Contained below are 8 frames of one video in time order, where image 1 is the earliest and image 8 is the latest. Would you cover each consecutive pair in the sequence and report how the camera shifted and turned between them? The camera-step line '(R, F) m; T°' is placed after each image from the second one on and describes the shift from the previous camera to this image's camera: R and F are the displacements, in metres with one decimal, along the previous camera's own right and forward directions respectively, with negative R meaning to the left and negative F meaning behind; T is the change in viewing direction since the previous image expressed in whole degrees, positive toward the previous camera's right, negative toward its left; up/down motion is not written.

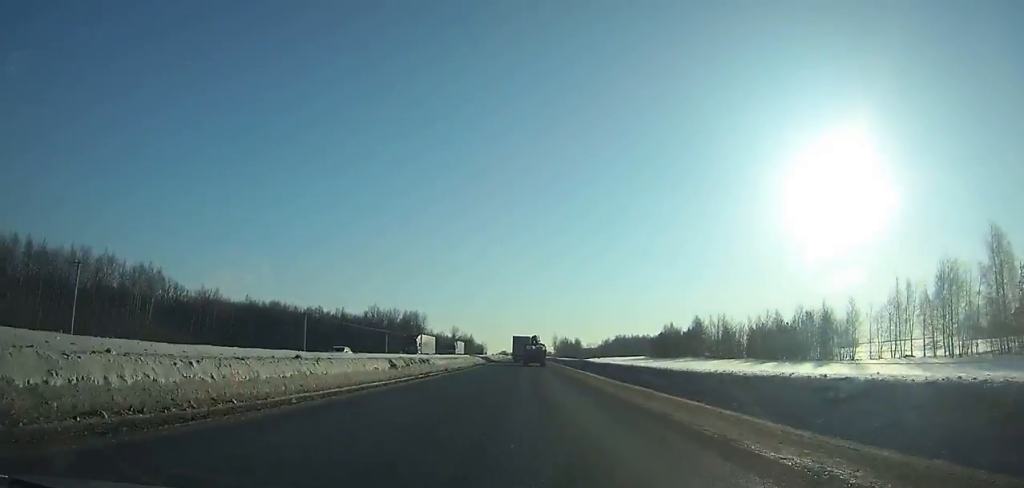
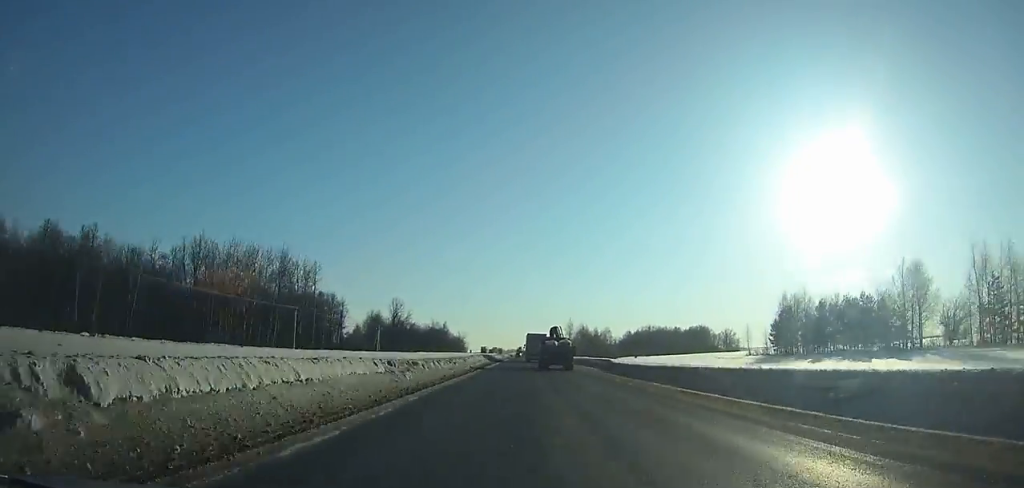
(+0.1, +123.1) m; 0°
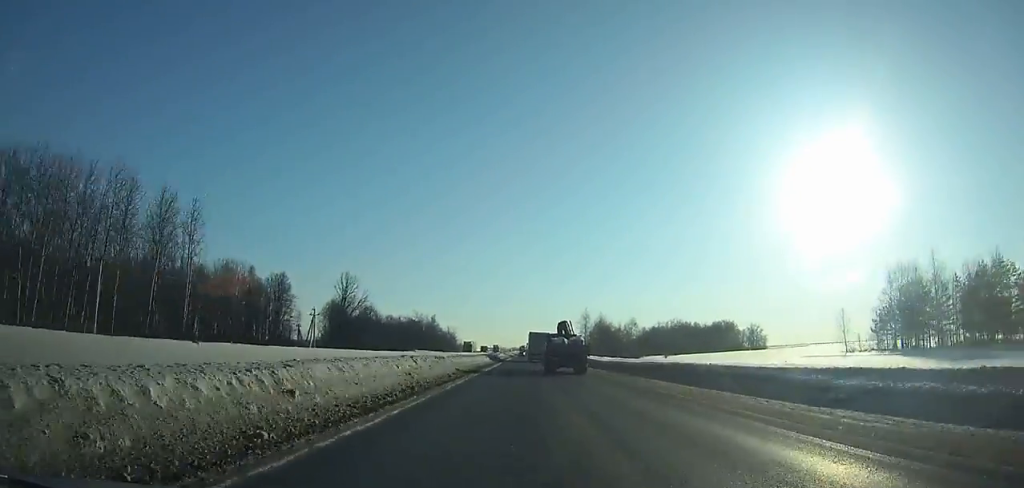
(+0.1, +43.5) m; 0°
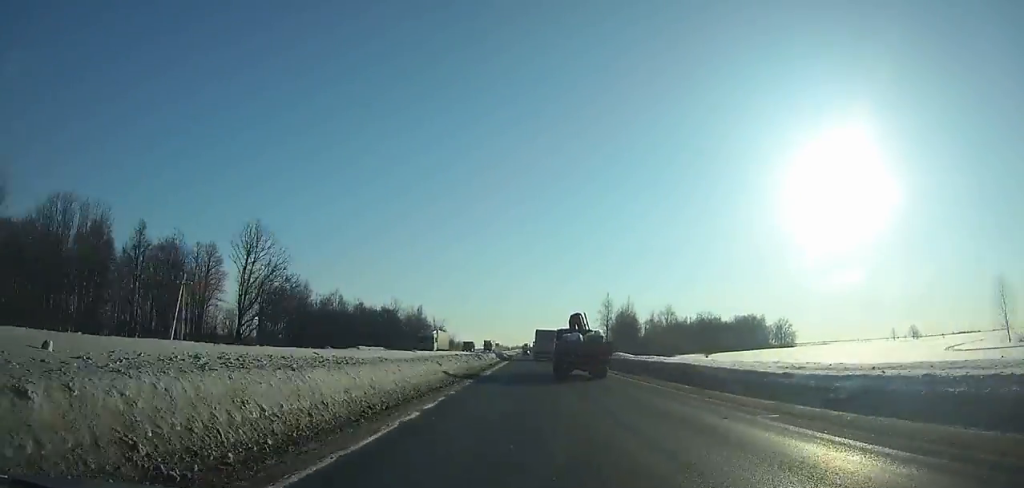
(-0.1, +38.5) m; 0°
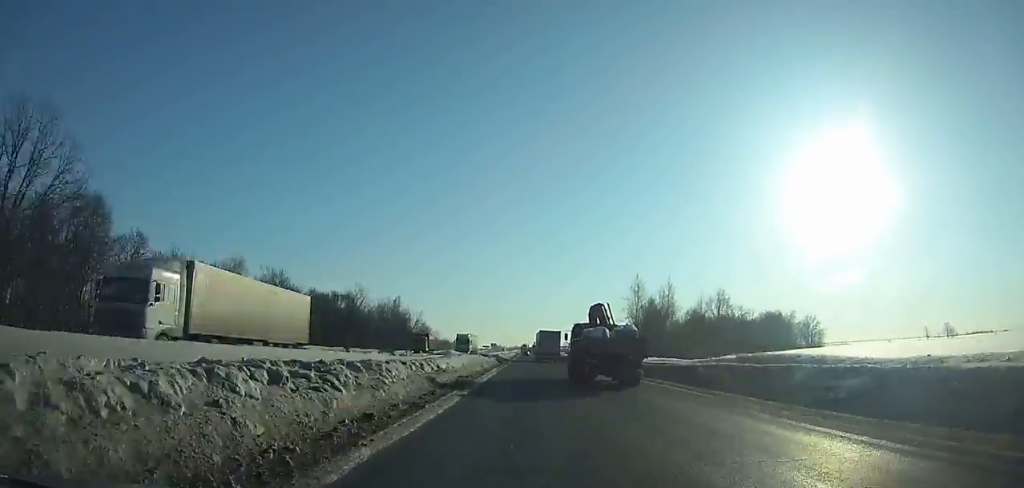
(-0.1, +36.0) m; 0°
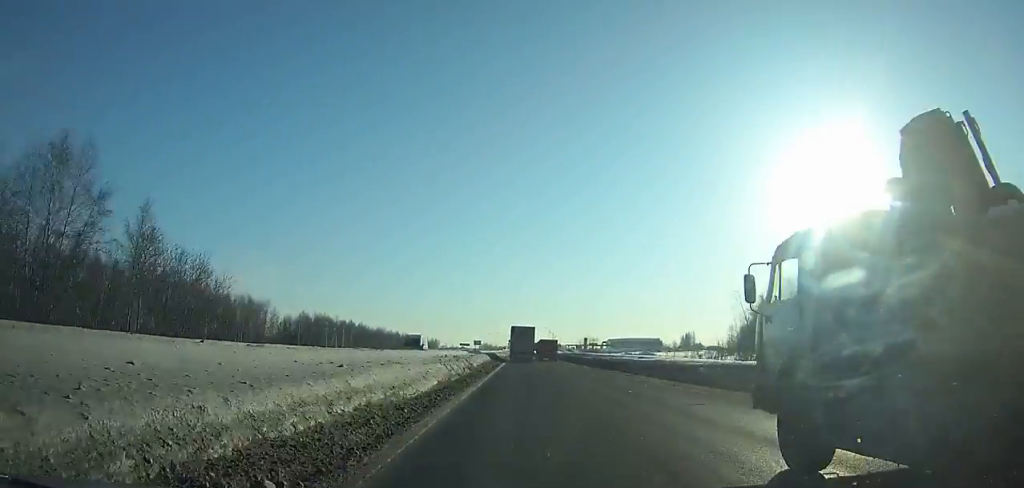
(+0.4, +125.3) m; 0°
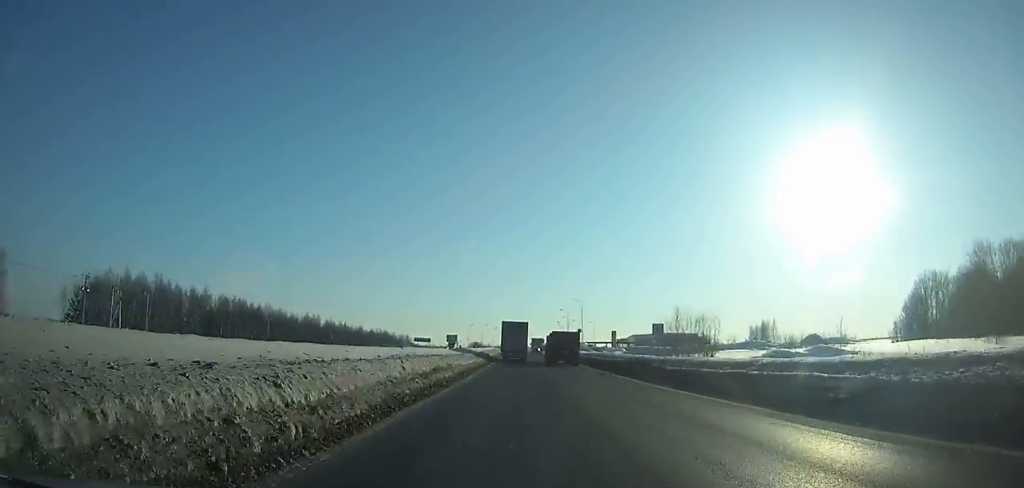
(+0.2, +120.9) m; 0°
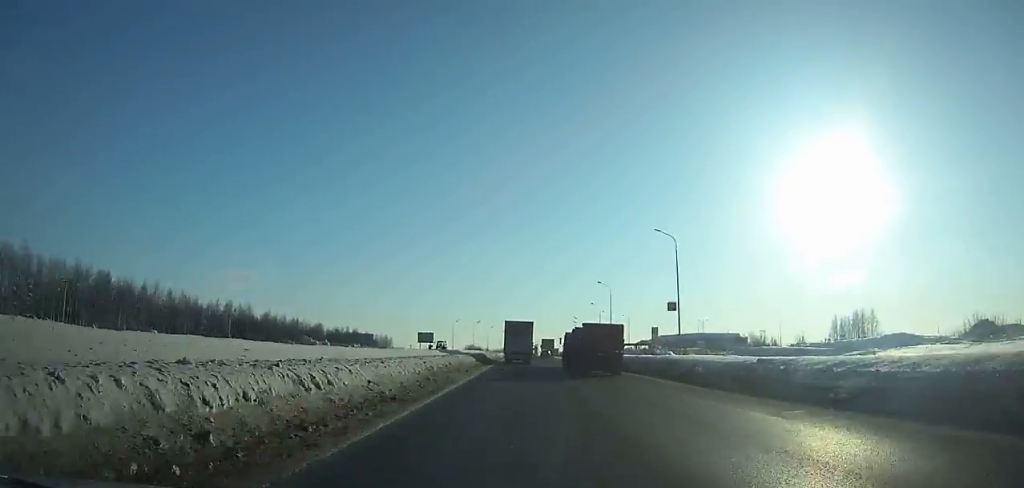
(+0.1, +71.5) m; 0°
